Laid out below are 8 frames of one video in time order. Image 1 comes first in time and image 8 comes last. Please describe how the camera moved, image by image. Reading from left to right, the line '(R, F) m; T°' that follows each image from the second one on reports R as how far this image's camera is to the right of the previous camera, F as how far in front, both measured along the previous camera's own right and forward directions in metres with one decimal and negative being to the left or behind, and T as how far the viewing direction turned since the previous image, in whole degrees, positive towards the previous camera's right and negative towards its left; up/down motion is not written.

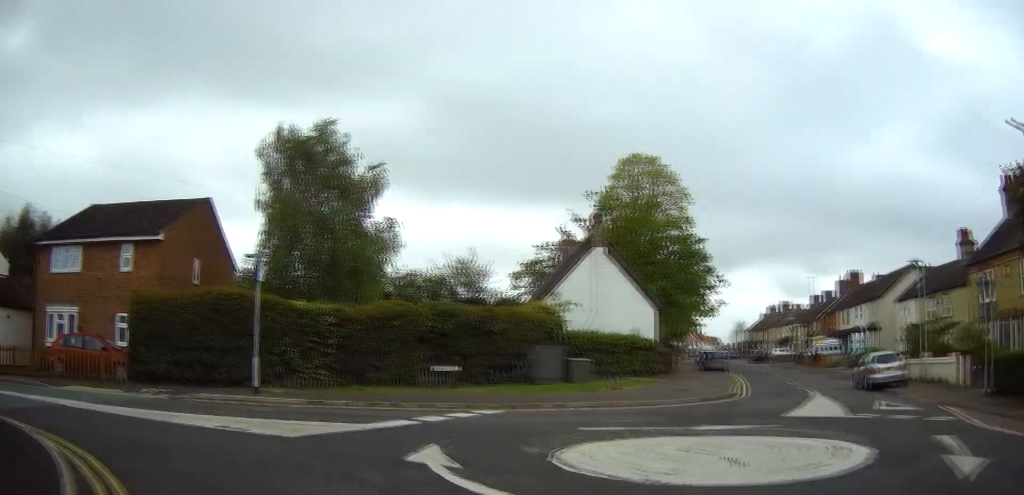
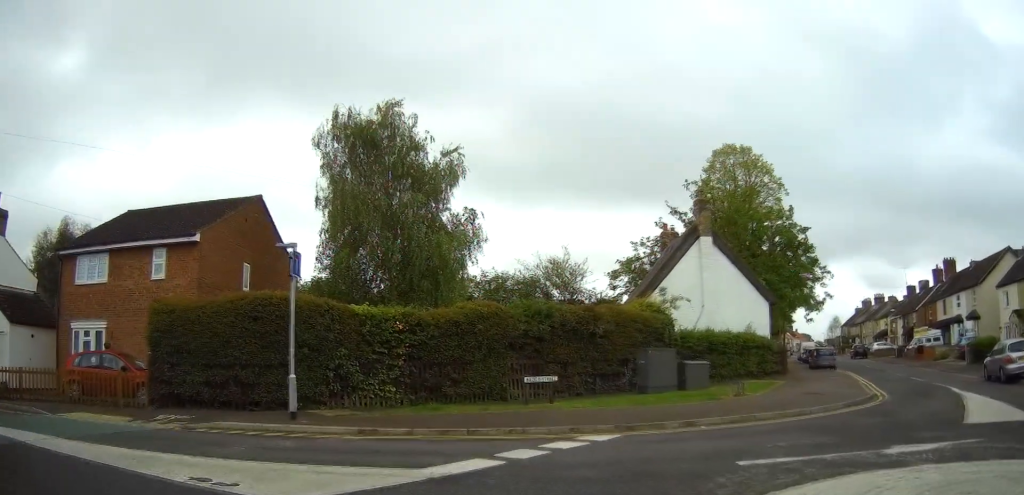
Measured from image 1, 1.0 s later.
(-0.3, +3.6) m; -2°
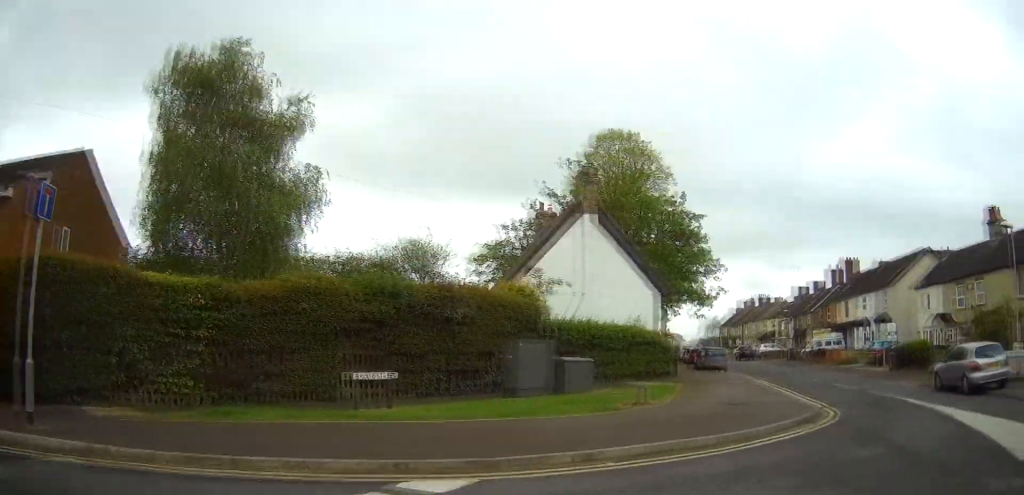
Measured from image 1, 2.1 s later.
(+0.3, +4.5) m; +17°
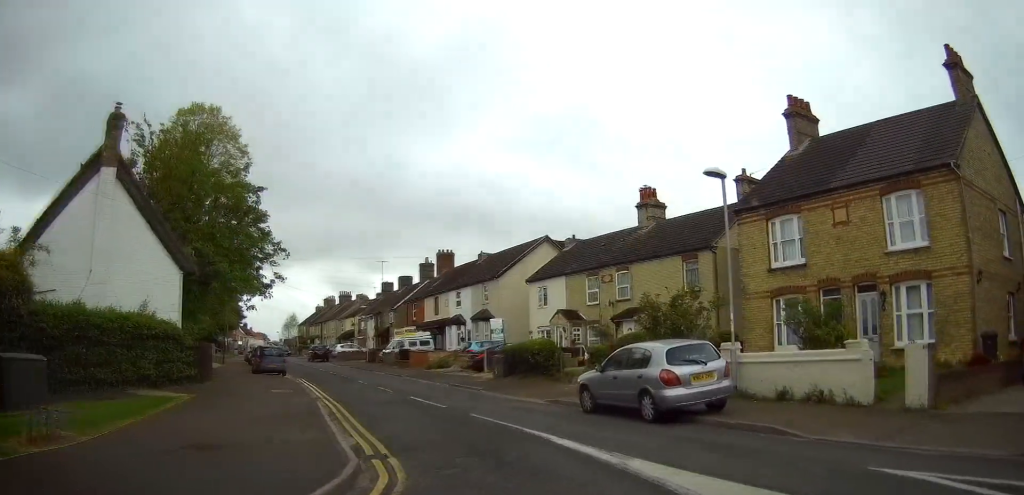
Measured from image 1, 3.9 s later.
(+1.8, +7.6) m; +17°
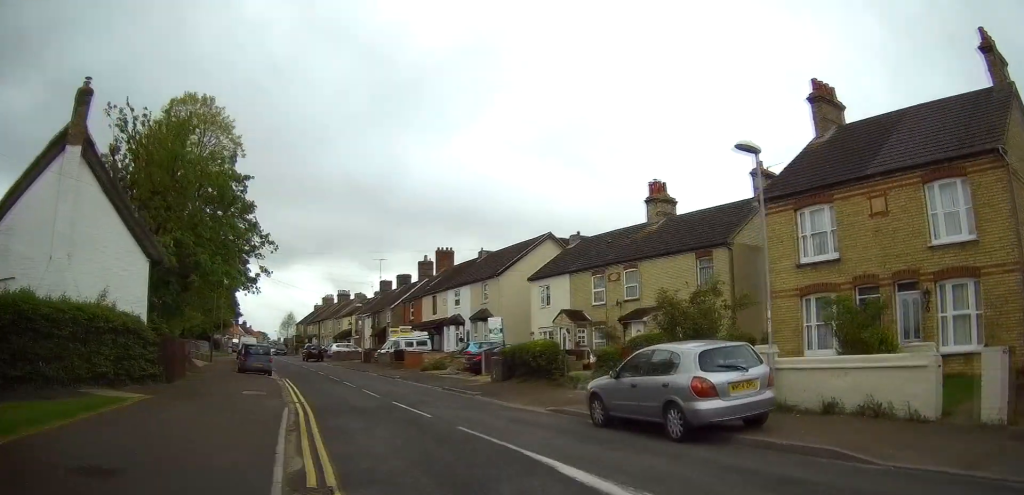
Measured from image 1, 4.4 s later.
(0.0, +2.2) m; +1°
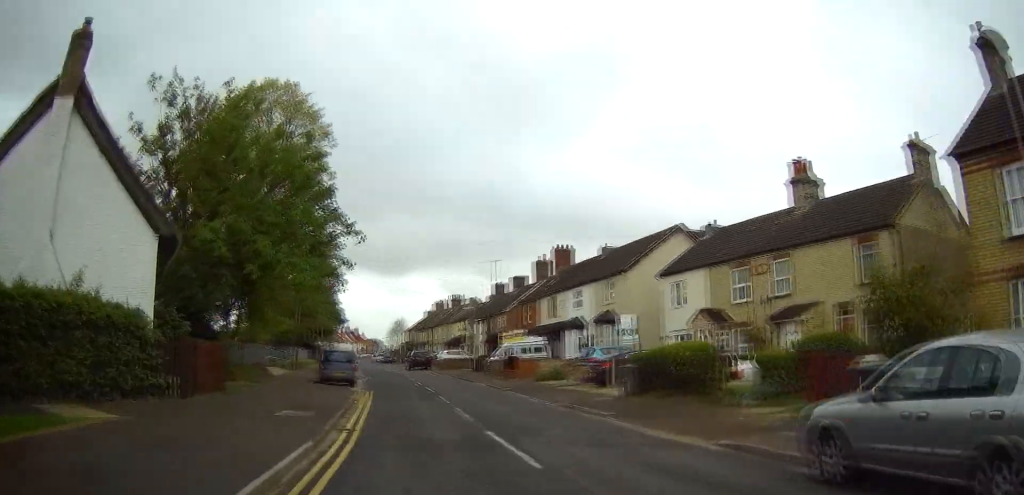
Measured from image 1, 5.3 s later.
(+0.2, +5.4) m; -5°
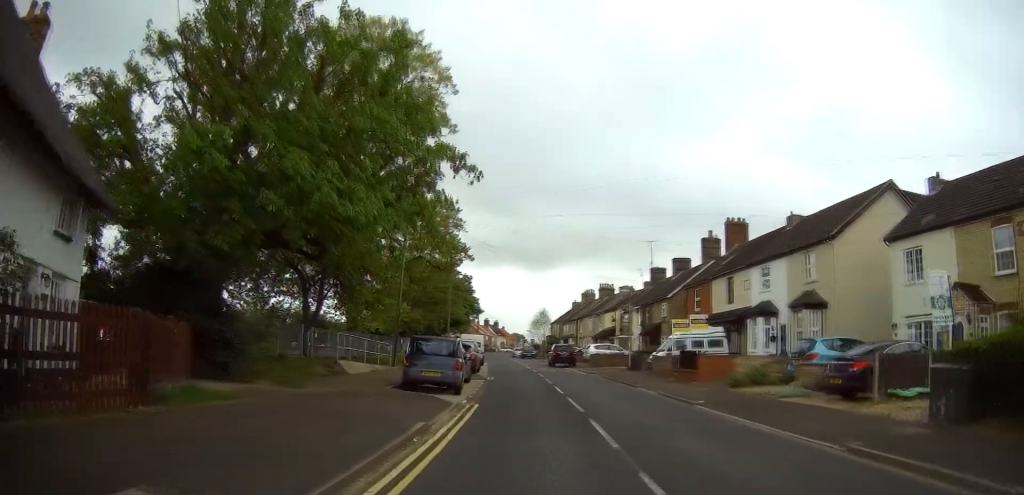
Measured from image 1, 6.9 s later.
(-1.5, +10.6) m; -11°
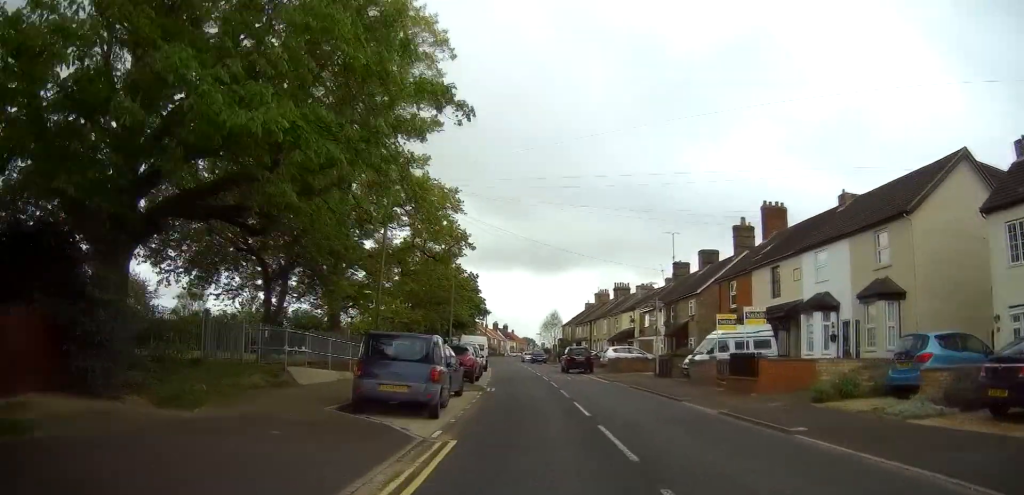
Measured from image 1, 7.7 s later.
(-0.2, +6.3) m; -2°
